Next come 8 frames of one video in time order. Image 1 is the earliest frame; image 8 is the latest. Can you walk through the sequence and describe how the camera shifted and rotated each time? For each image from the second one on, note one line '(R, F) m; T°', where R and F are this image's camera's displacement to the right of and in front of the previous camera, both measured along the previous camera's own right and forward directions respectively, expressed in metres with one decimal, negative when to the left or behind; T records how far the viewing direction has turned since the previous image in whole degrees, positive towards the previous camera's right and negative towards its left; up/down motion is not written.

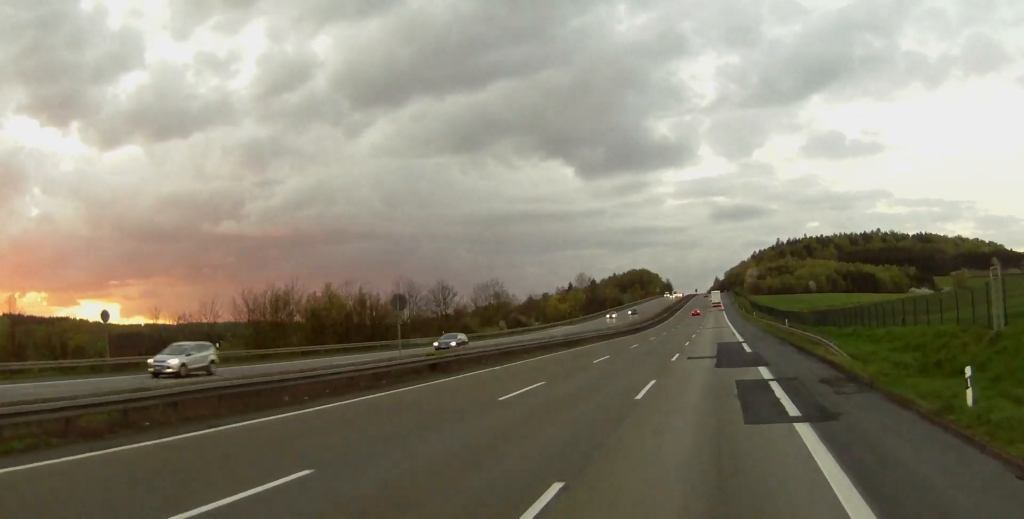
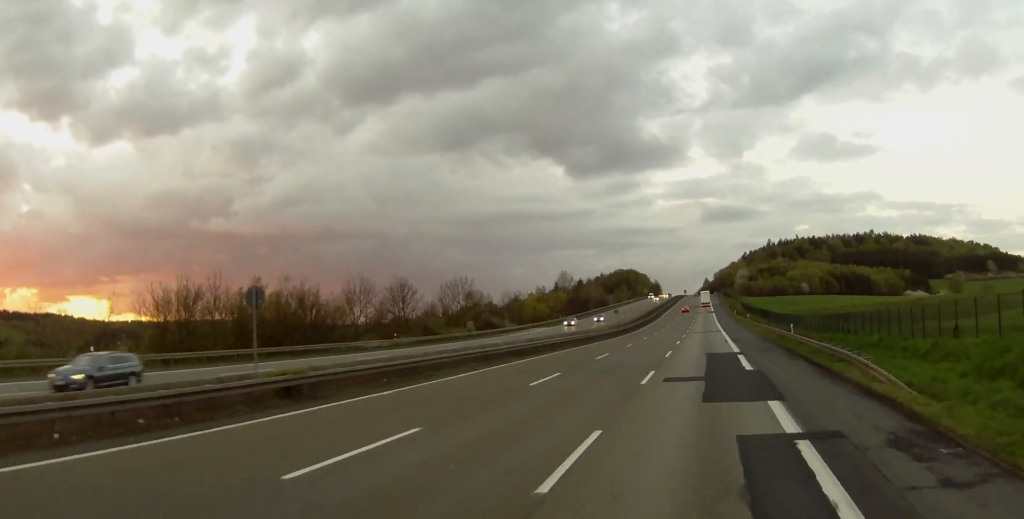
(+0.3, +11.8) m; +2°
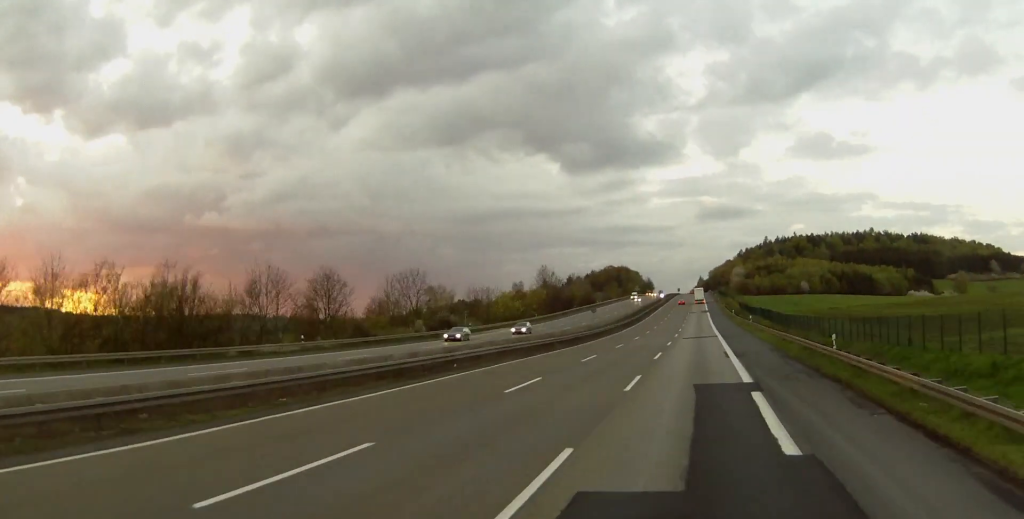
(+0.2, +19.6) m; 0°
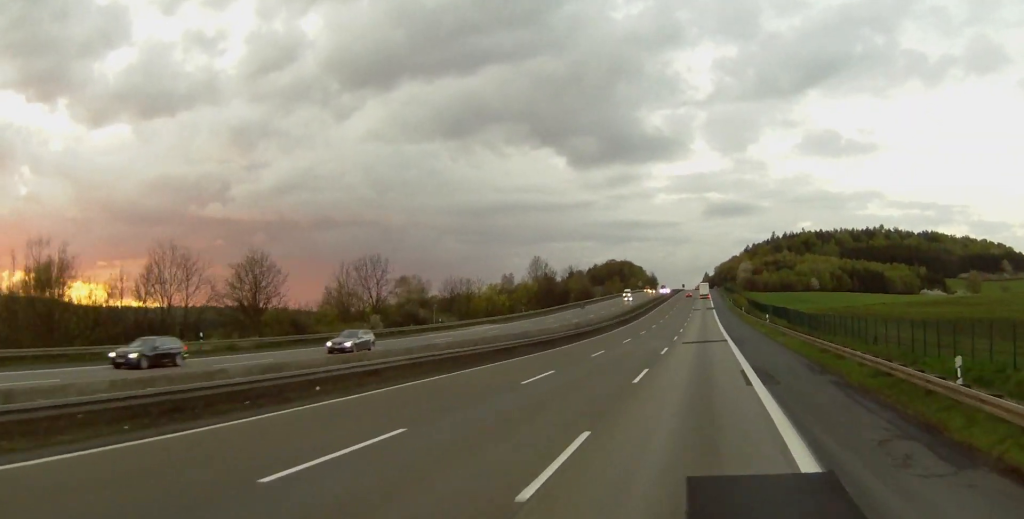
(-0.1, +15.8) m; -1°
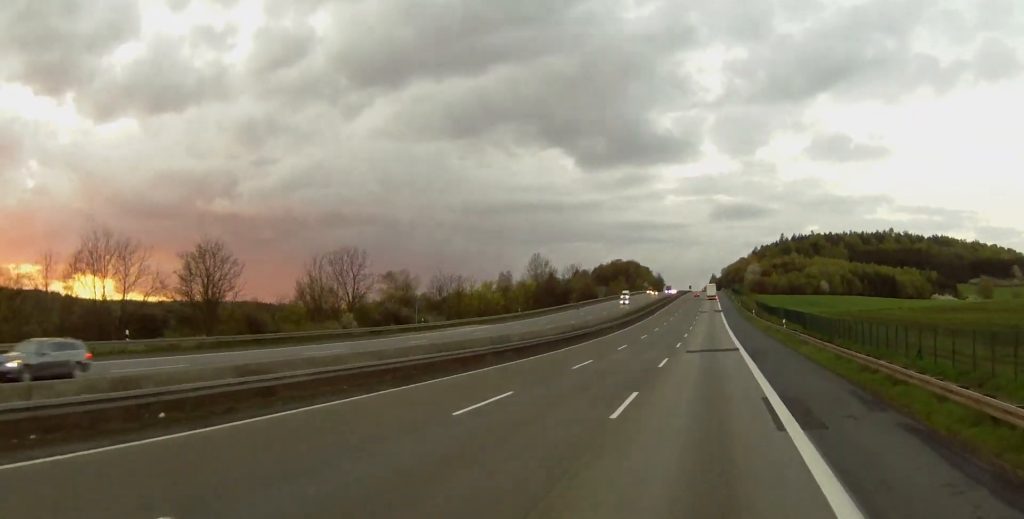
(0.0, +8.7) m; 0°
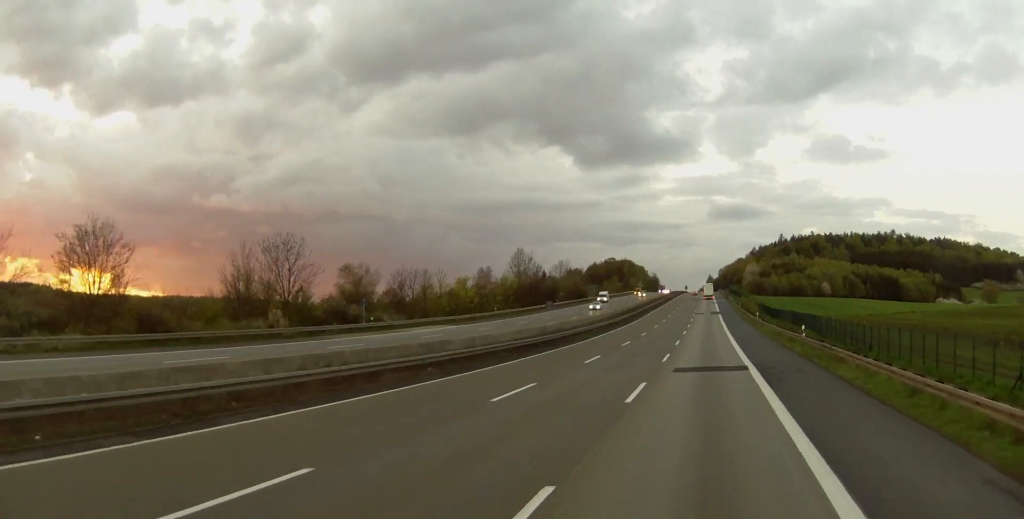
(0.0, +13.7) m; 0°
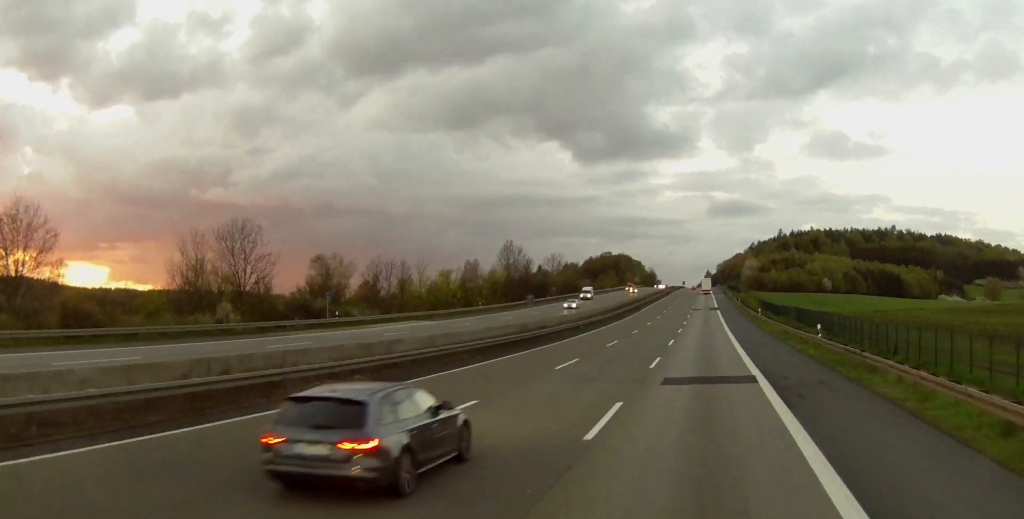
(0.0, +7.4) m; 0°
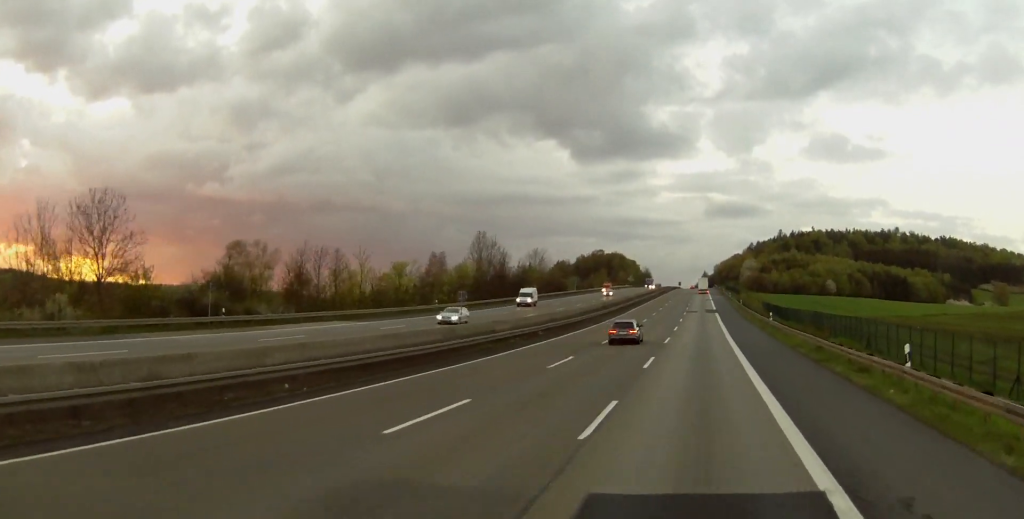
(0.0, +17.9) m; +2°
